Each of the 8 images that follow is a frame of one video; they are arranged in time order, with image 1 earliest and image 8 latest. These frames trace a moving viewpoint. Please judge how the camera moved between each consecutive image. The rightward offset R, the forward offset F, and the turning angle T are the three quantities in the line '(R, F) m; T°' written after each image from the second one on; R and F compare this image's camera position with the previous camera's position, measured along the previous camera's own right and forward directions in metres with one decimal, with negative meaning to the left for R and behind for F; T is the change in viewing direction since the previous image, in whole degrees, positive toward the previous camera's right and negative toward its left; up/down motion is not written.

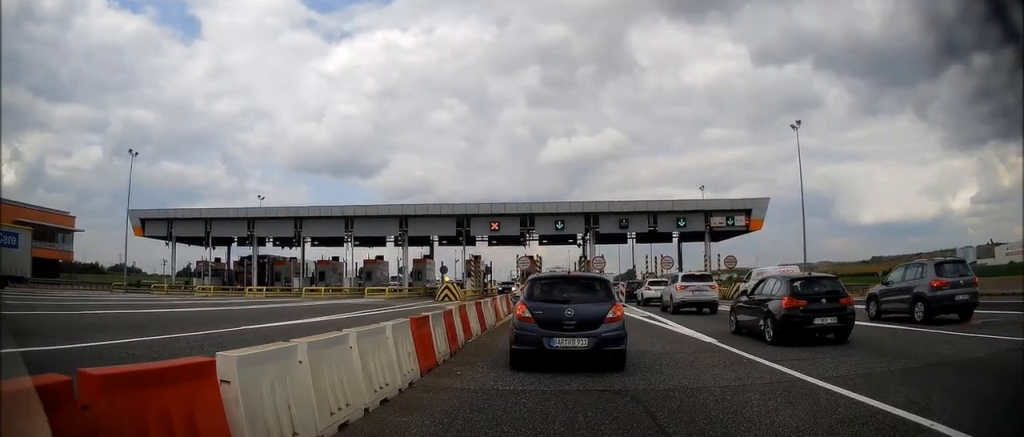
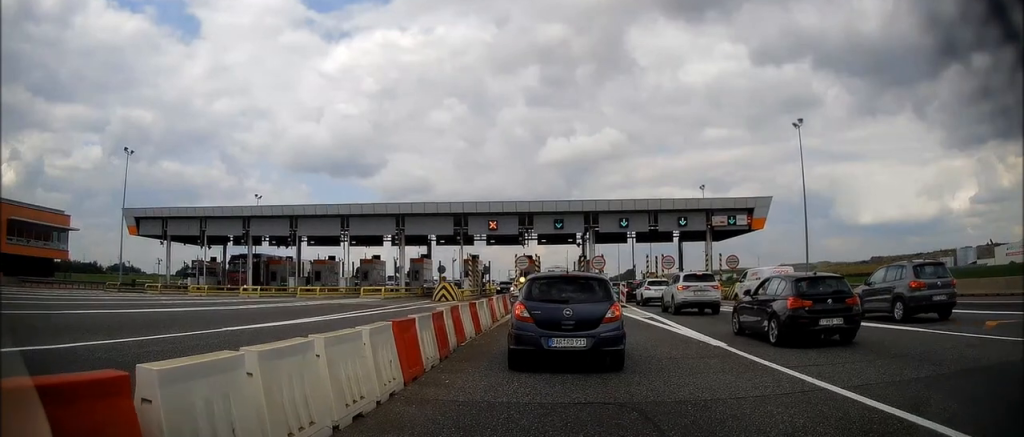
(0.0, +0.8) m; 0°
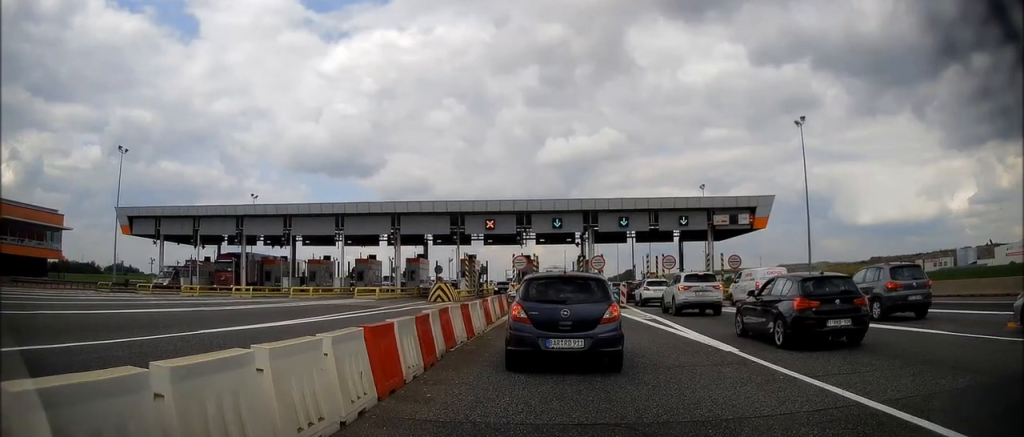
(0.0, +1.0) m; 0°
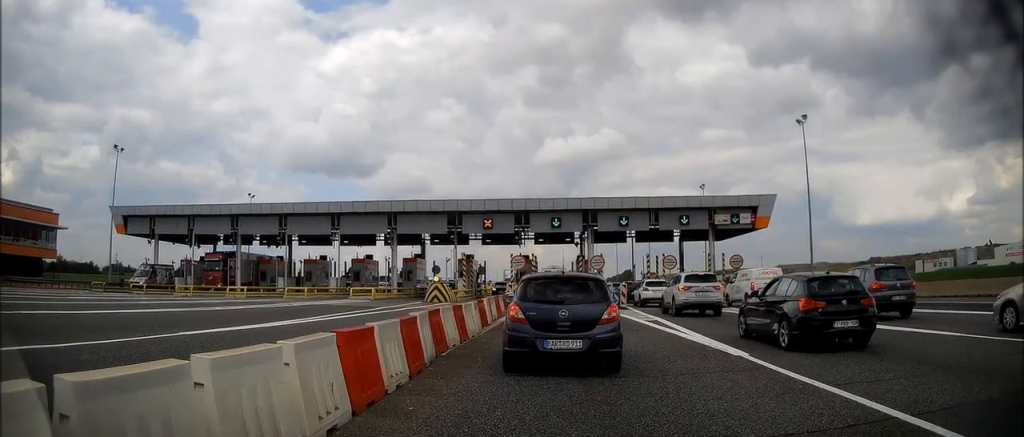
(0.0, +0.7) m; 0°
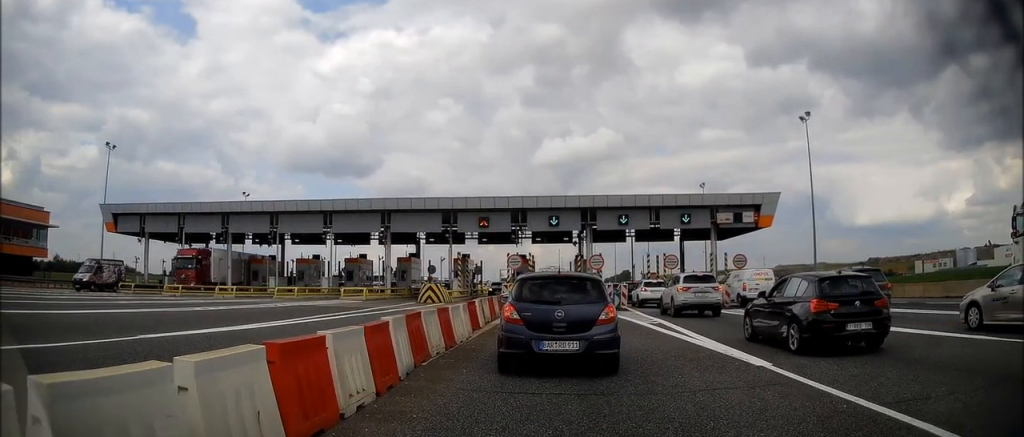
(0.0, +1.3) m; 0°
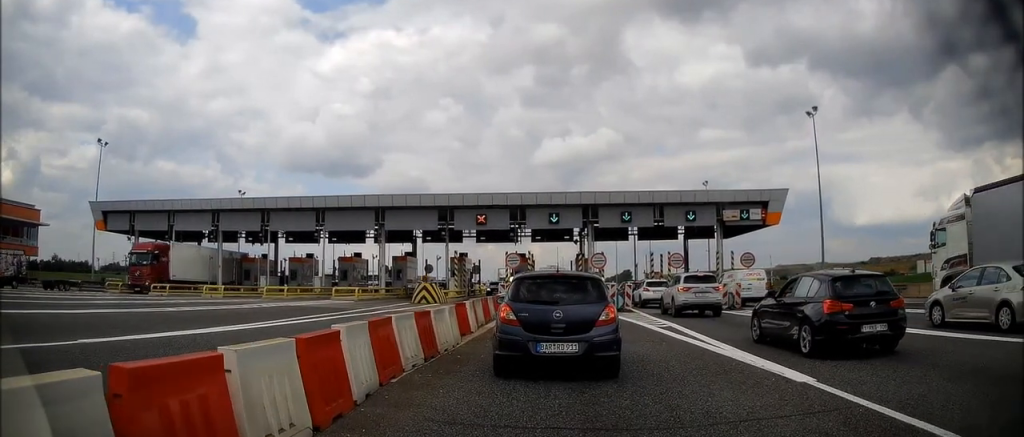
(0.0, +1.7) m; 0°
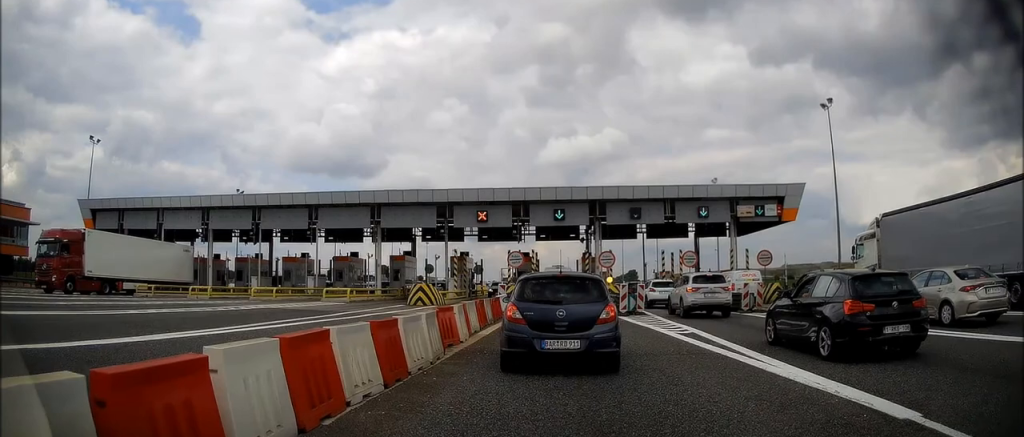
(0.0, +2.5) m; 0°
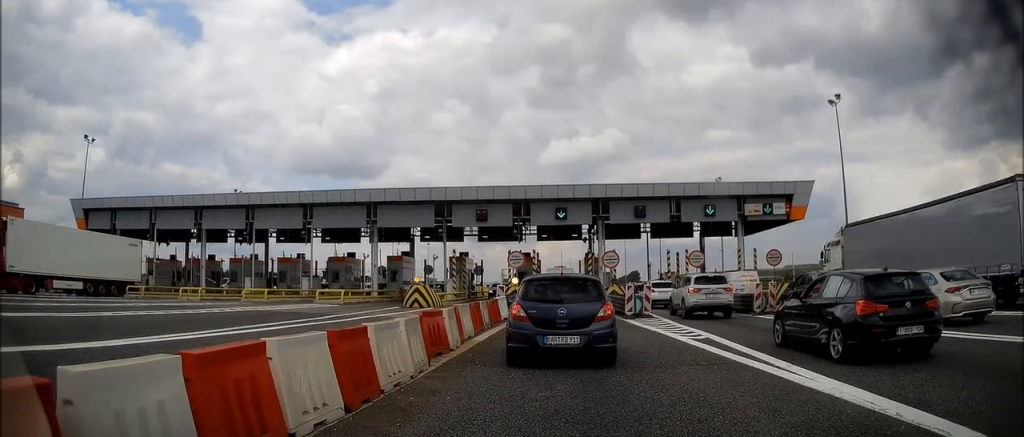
(0.0, +1.5) m; 0°
